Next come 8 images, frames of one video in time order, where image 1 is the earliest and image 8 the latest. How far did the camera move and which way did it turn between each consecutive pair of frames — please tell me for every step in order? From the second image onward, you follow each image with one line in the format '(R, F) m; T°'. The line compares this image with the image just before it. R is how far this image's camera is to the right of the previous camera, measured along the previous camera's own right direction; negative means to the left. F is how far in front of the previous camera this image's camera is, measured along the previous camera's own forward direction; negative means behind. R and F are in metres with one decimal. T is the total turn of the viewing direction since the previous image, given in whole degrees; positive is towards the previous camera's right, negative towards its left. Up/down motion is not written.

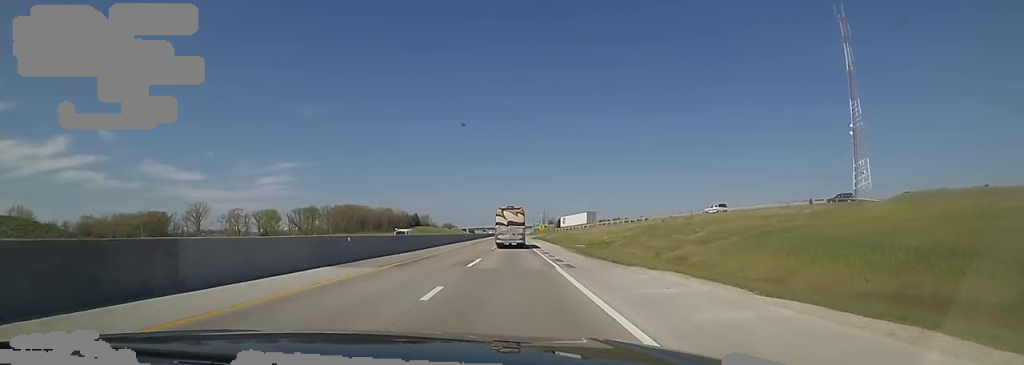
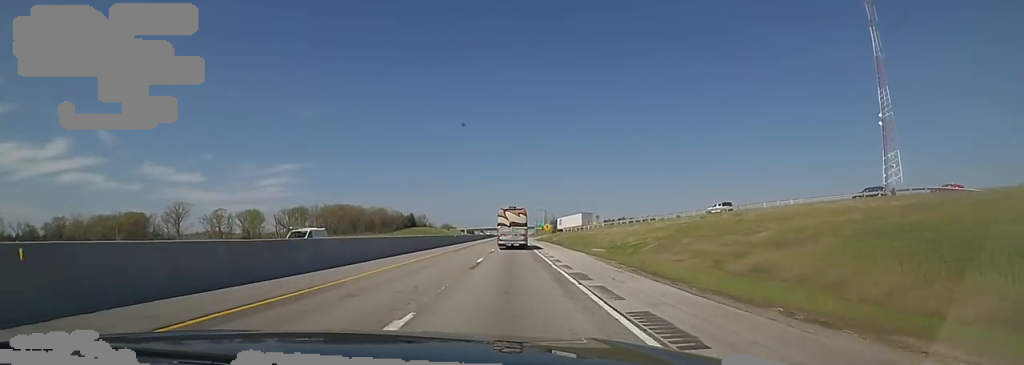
(+0.3, +17.2) m; +1°
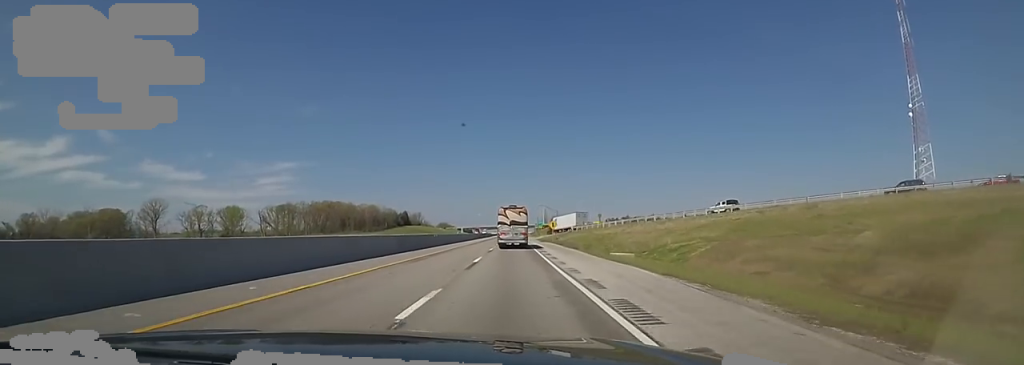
(+0.1, +16.1) m; 0°
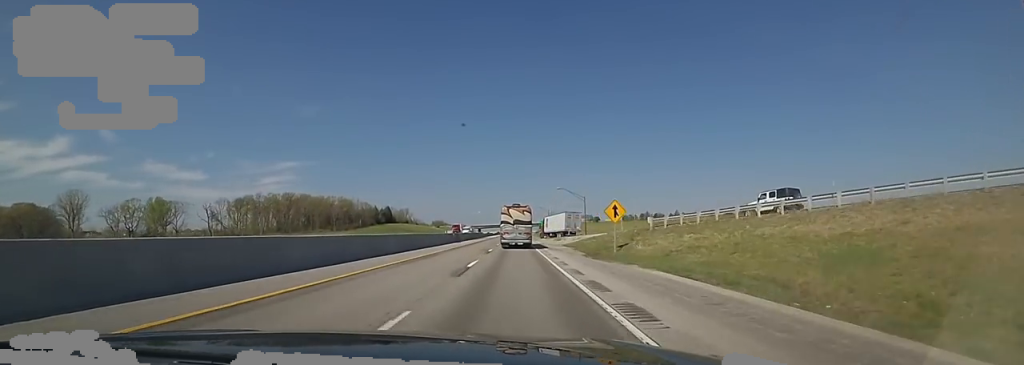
(-1.0, +48.7) m; -3°
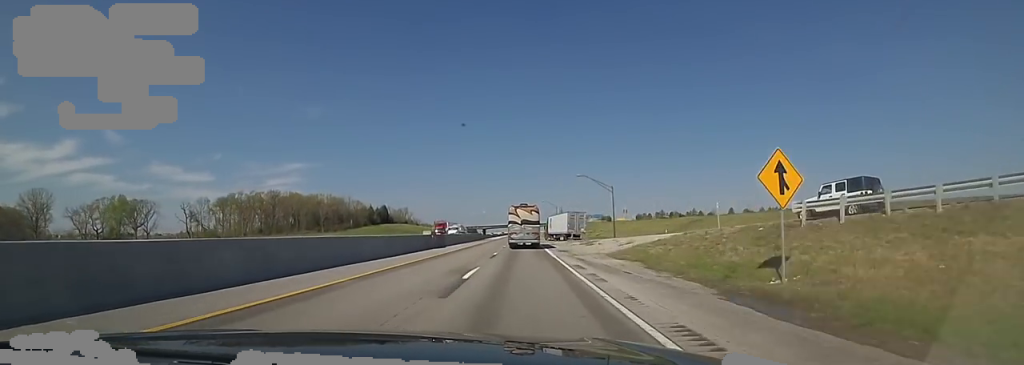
(-0.8, +20.0) m; 0°
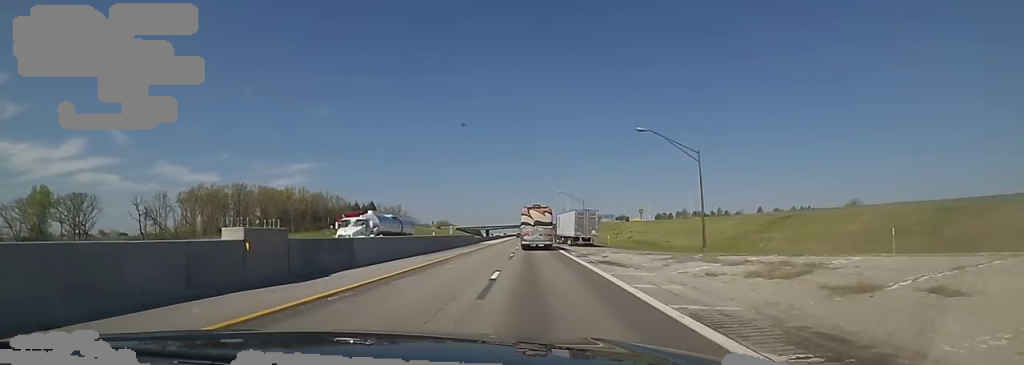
(+0.9, +31.5) m; 0°
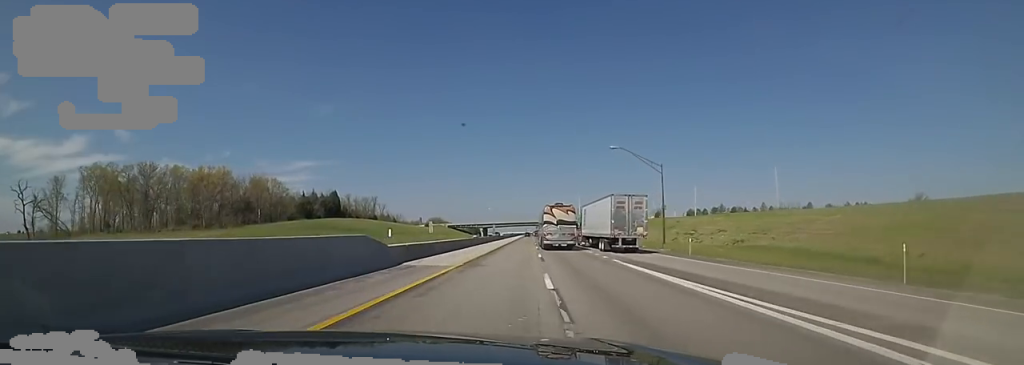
(-0.9, +48.1) m; 0°
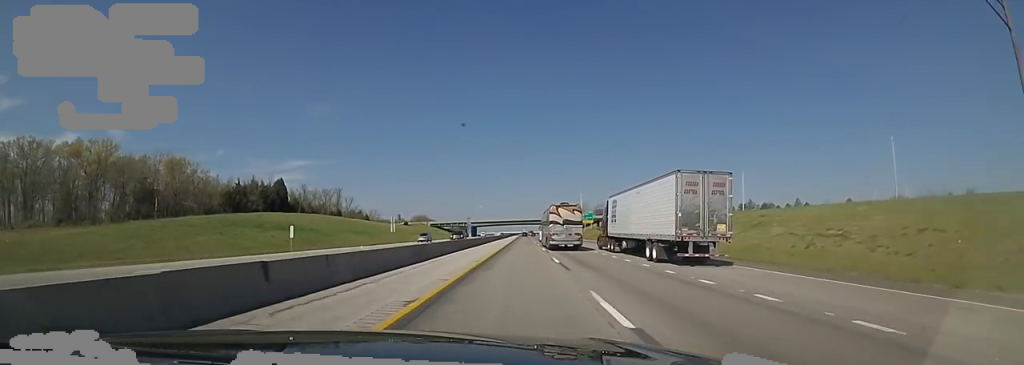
(+0.5, +35.4) m; 0°
